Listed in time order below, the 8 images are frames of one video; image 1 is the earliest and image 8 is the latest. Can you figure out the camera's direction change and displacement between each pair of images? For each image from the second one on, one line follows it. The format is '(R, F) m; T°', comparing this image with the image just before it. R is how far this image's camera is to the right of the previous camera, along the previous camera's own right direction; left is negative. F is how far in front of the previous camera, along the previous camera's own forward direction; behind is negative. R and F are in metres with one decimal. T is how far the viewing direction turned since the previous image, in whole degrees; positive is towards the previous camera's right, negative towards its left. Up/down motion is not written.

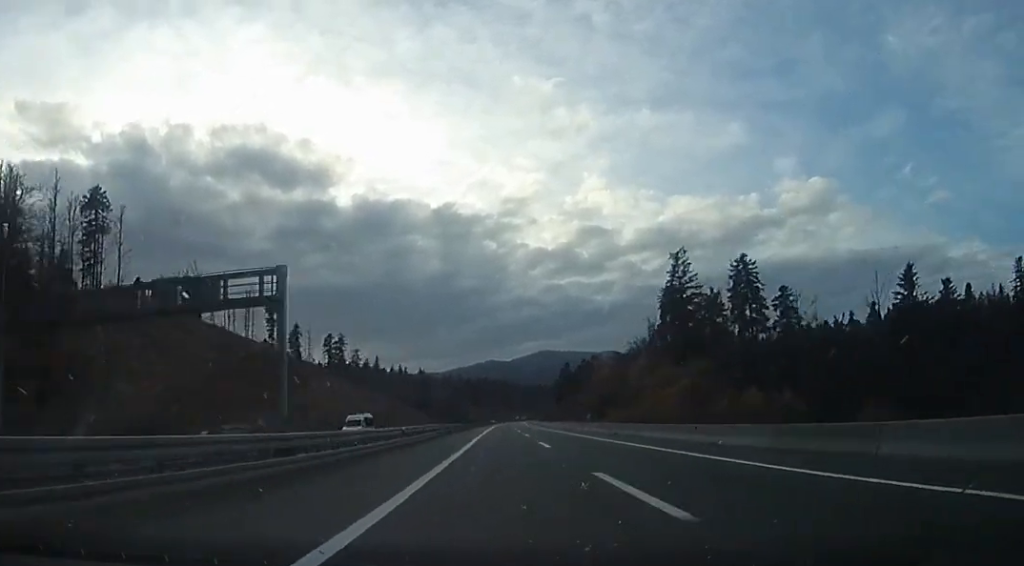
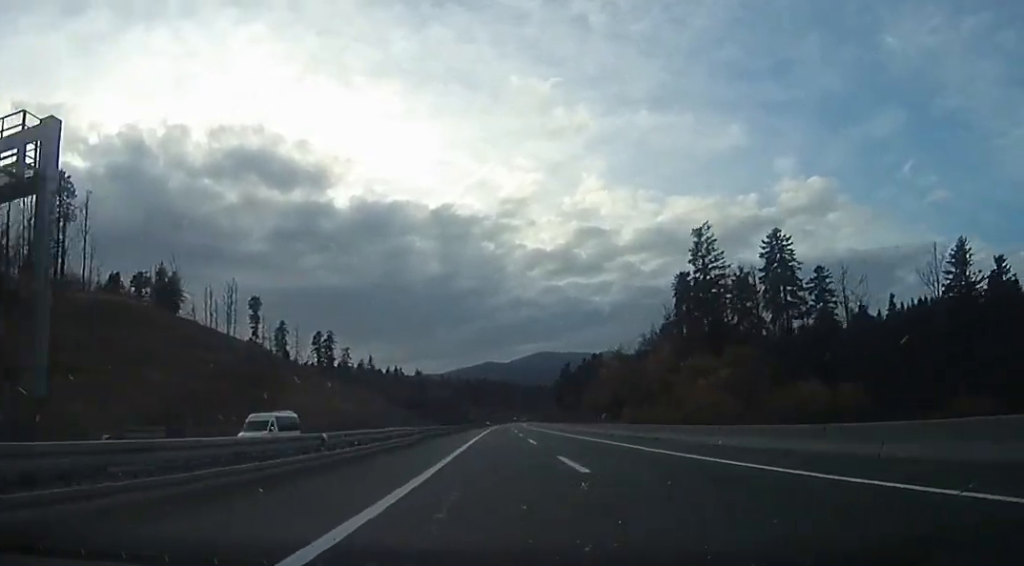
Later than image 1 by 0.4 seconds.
(+0.6, +12.4) m; 0°
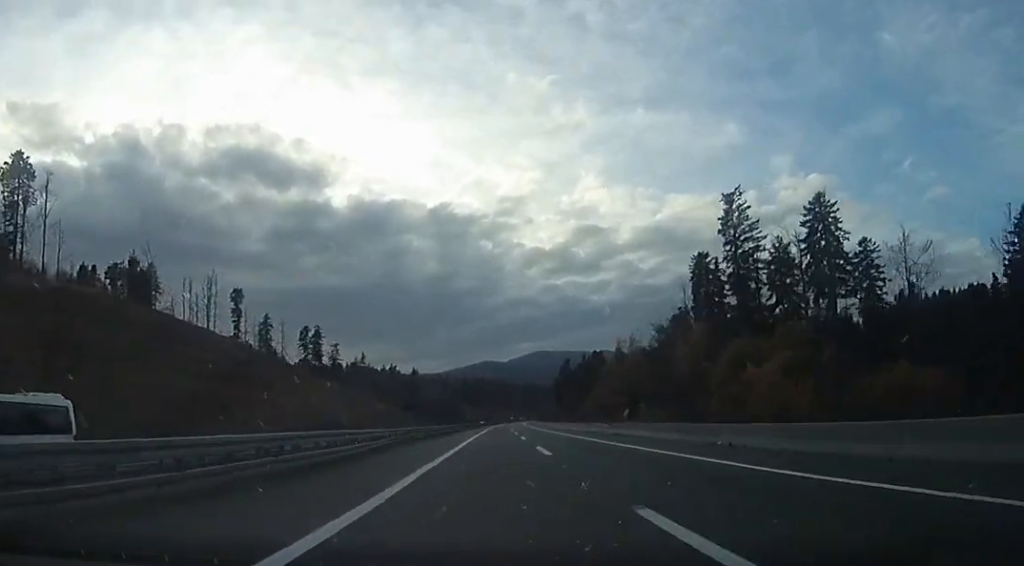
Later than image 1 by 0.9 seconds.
(+0.1, +12.4) m; 0°
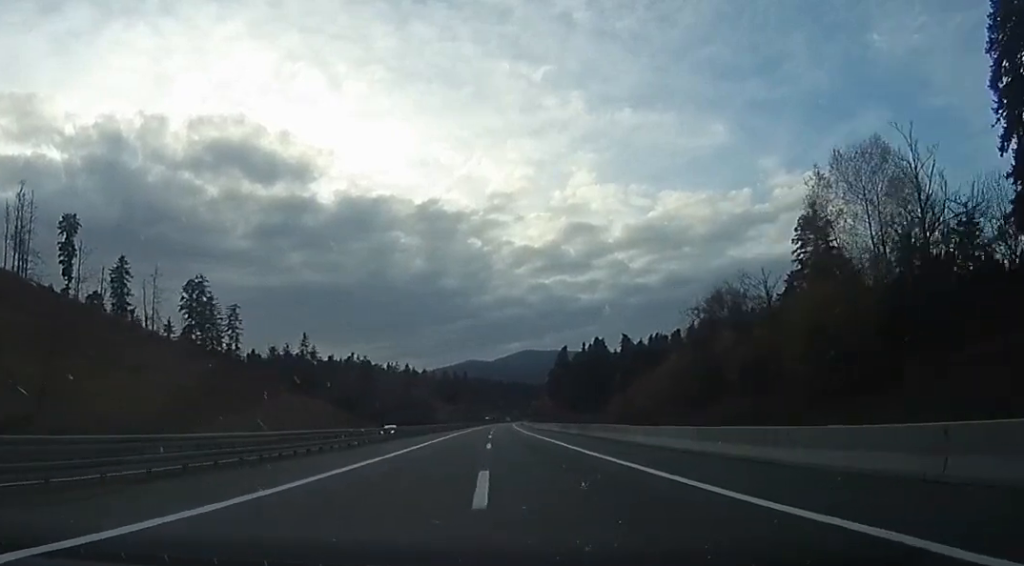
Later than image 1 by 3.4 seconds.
(+1.4, +73.4) m; +3°
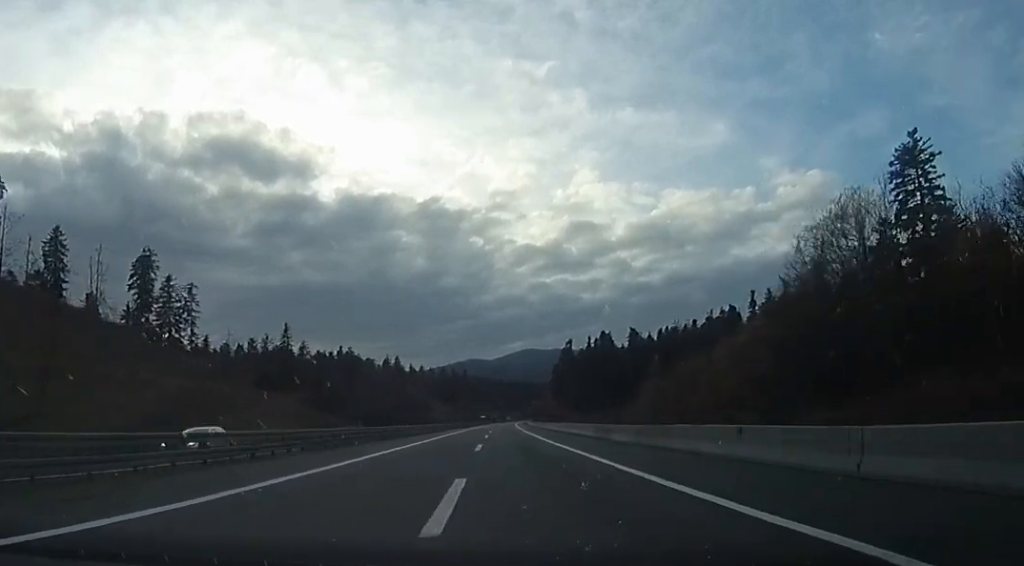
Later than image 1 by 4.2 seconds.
(0.0, +22.3) m; -1°
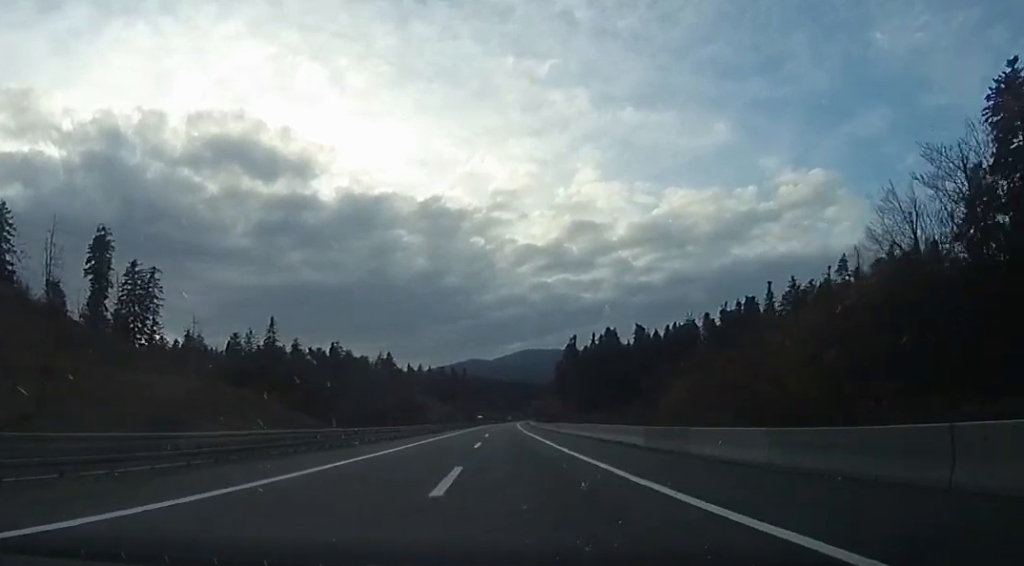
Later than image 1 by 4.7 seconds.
(+0.4, +15.1) m; -2°
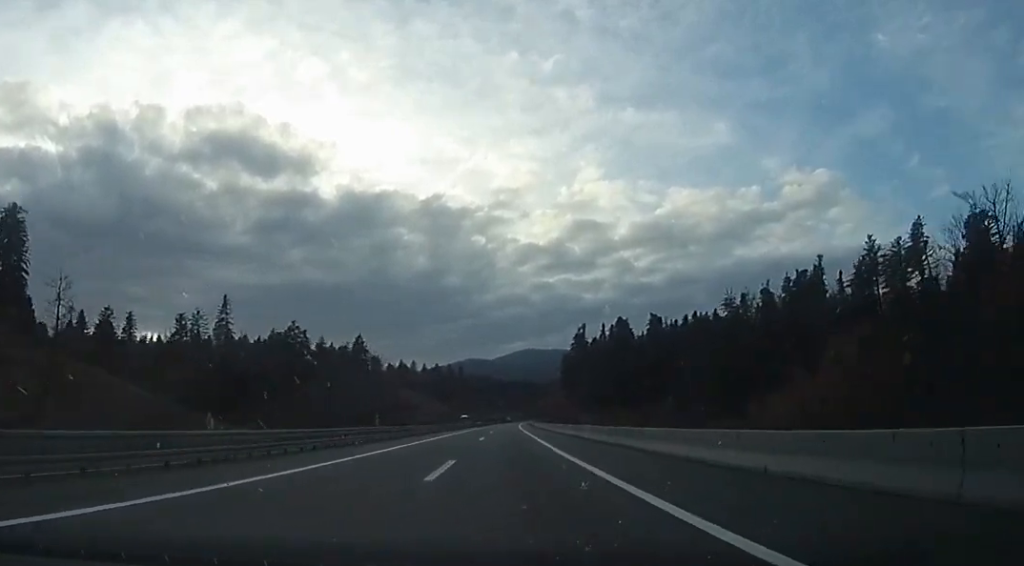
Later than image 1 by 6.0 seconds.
(-1.2, +37.0) m; +1°
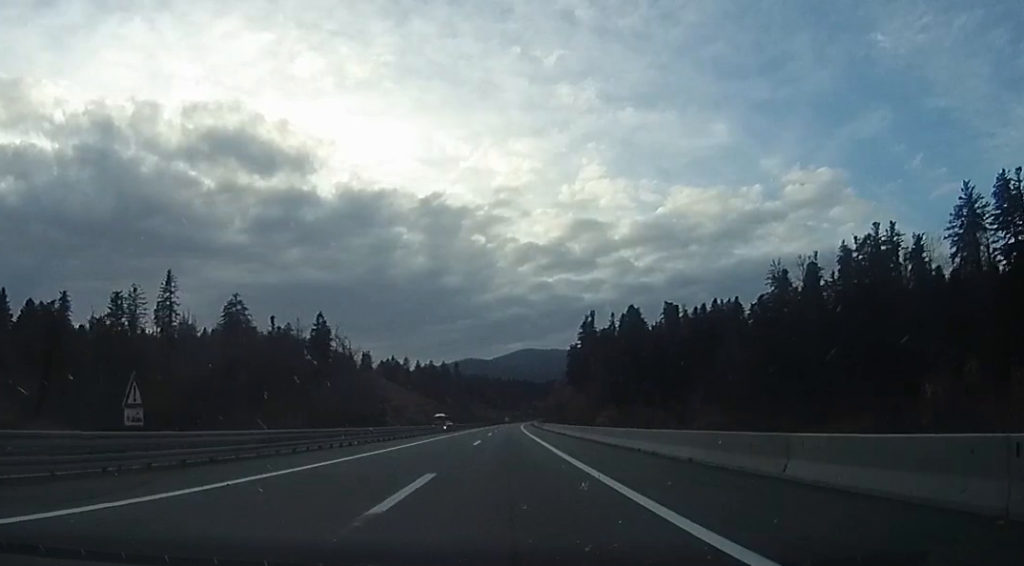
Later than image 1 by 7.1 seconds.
(+1.1, +31.0) m; +2°
